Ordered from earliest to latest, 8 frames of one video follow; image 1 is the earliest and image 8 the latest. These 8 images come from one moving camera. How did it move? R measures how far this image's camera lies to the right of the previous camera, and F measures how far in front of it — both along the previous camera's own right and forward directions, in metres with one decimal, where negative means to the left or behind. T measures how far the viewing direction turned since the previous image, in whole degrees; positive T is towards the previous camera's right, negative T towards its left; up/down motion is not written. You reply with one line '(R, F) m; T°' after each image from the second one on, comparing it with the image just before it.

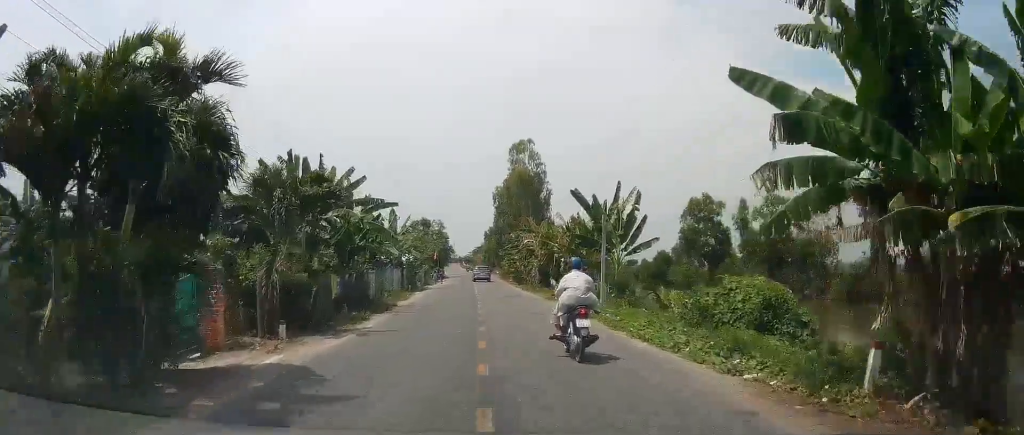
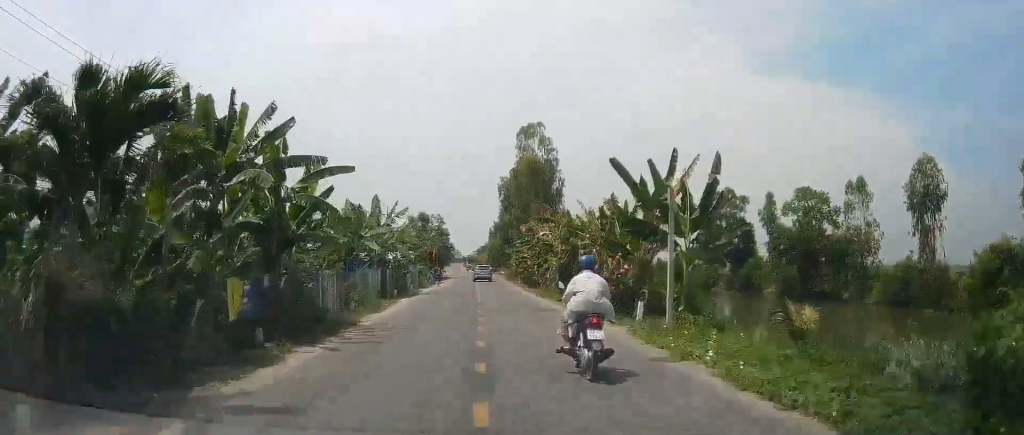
(+0.2, +8.3) m; +2°
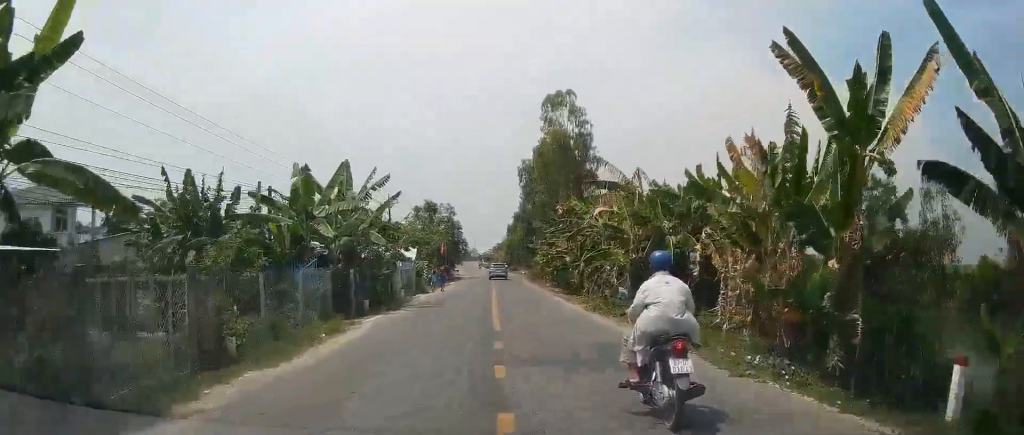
(+0.3, +12.5) m; 0°
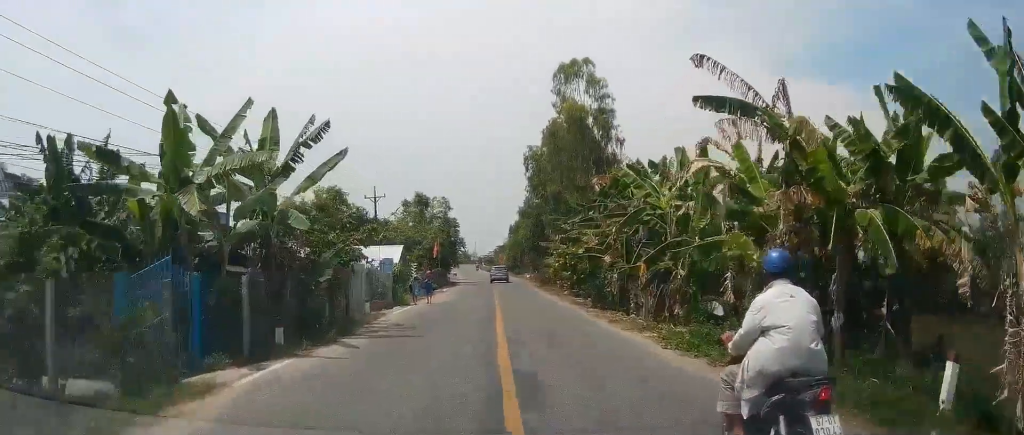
(+0.2, +9.5) m; -2°
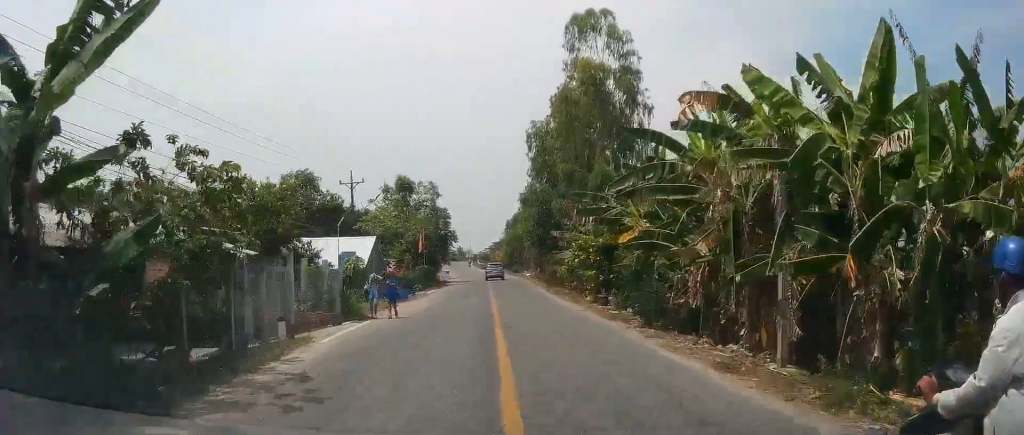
(-0.7, +9.5) m; -1°
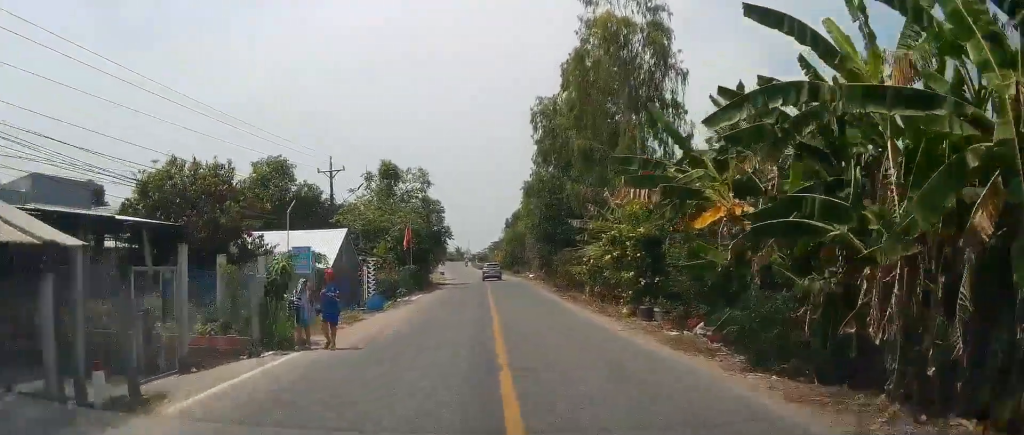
(+0.1, +7.0) m; +1°
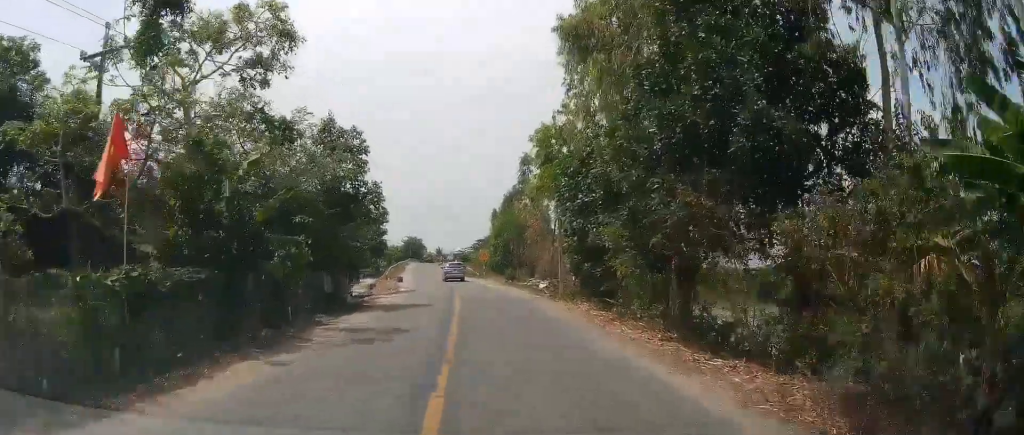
(+1.6, +29.0) m; +3°
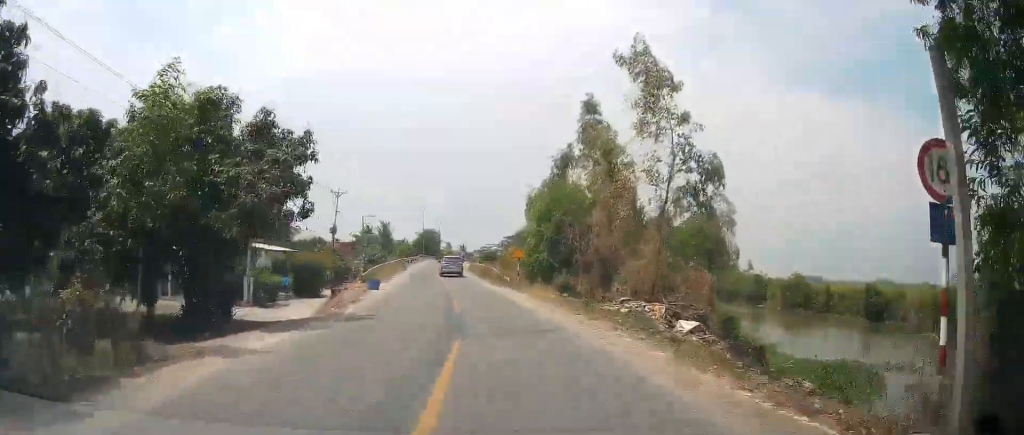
(+0.1, +24.3) m; 0°
